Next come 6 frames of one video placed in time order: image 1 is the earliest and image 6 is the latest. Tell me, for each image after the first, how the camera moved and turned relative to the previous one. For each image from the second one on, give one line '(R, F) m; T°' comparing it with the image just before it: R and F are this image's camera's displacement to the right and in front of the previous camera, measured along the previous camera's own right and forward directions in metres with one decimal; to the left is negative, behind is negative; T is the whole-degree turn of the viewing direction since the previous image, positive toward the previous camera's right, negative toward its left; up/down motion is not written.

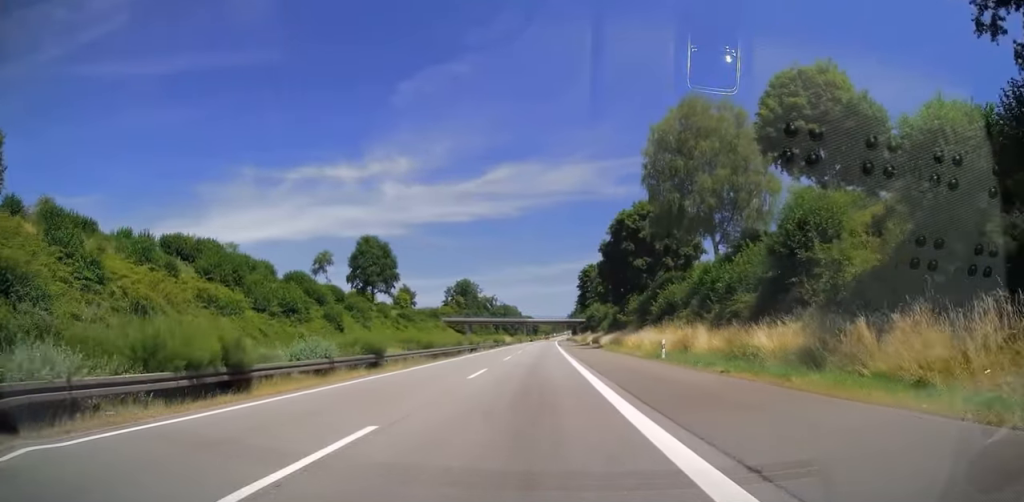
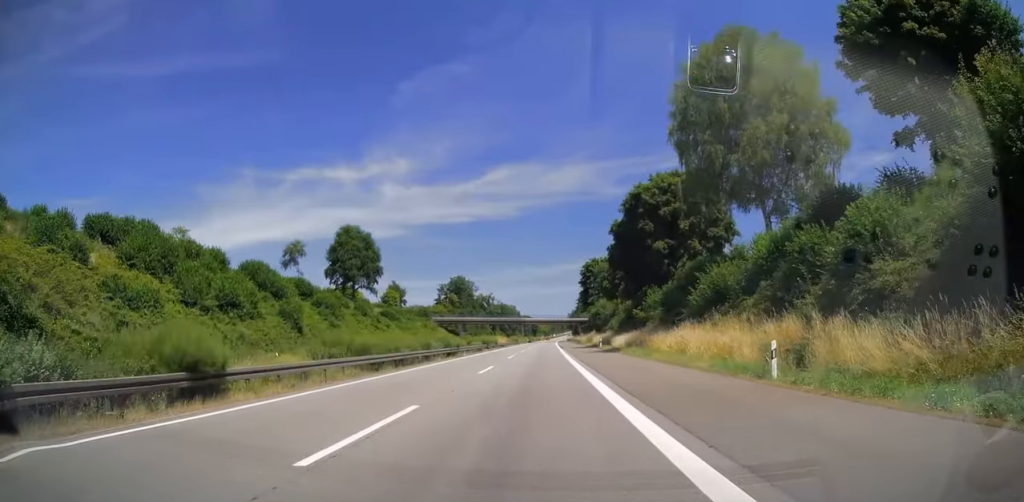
(+0.2, +14.7) m; 0°
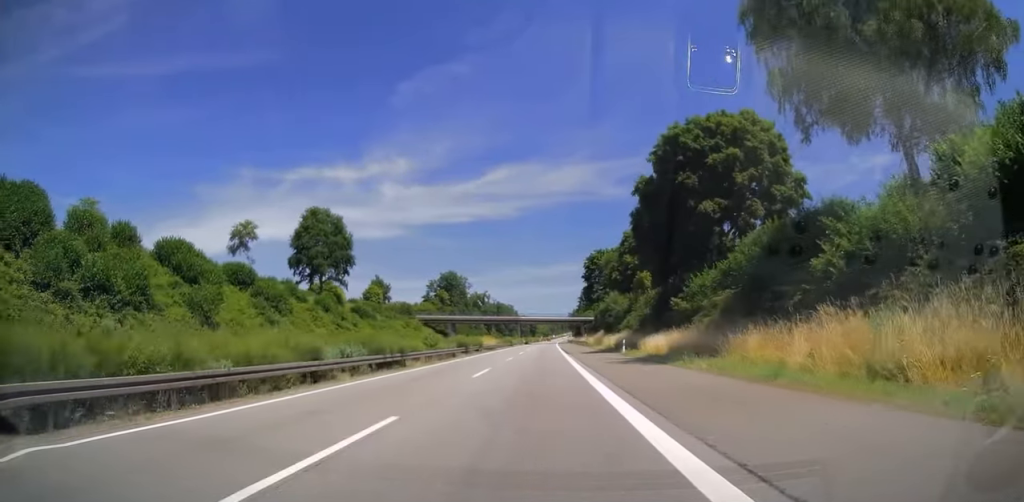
(-0.2, +19.6) m; 0°
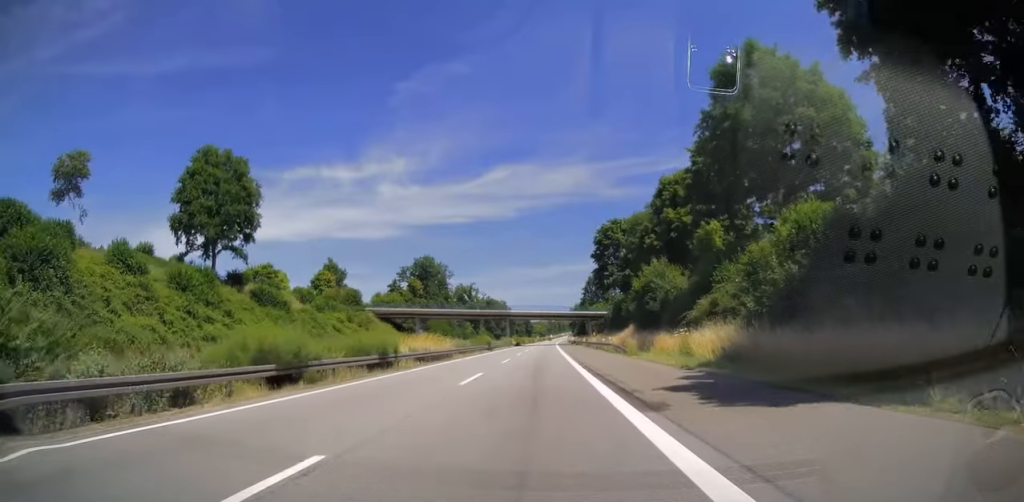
(-0.1, +39.2) m; +1°
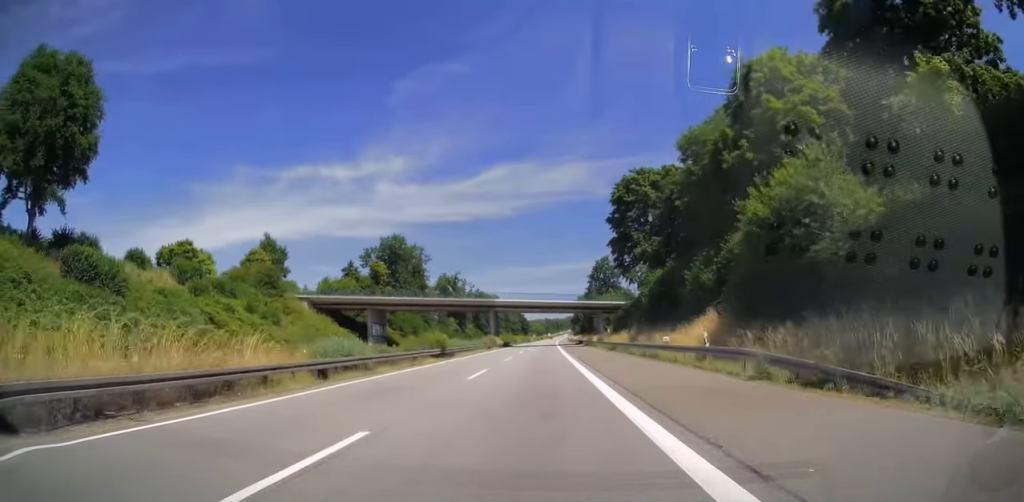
(+0.3, +33.9) m; 0°
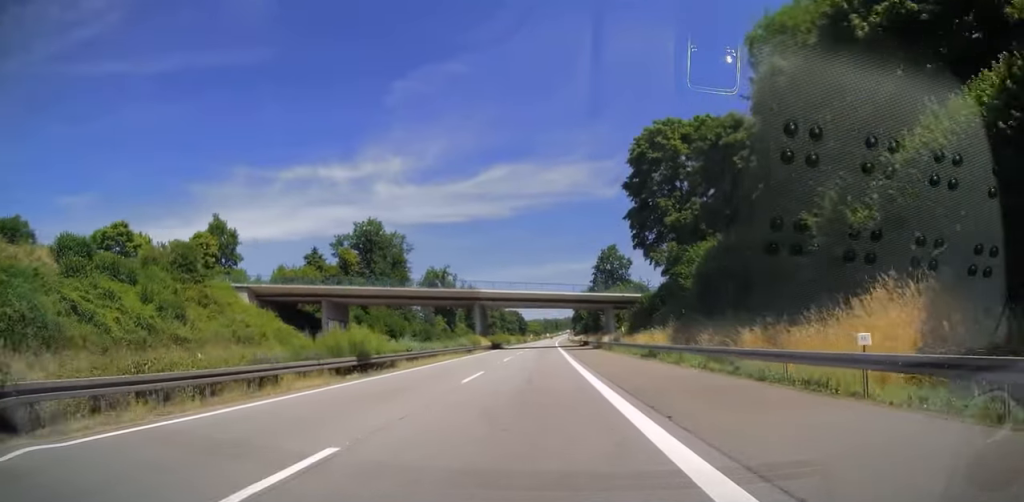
(-0.2, +19.2) m; 0°
